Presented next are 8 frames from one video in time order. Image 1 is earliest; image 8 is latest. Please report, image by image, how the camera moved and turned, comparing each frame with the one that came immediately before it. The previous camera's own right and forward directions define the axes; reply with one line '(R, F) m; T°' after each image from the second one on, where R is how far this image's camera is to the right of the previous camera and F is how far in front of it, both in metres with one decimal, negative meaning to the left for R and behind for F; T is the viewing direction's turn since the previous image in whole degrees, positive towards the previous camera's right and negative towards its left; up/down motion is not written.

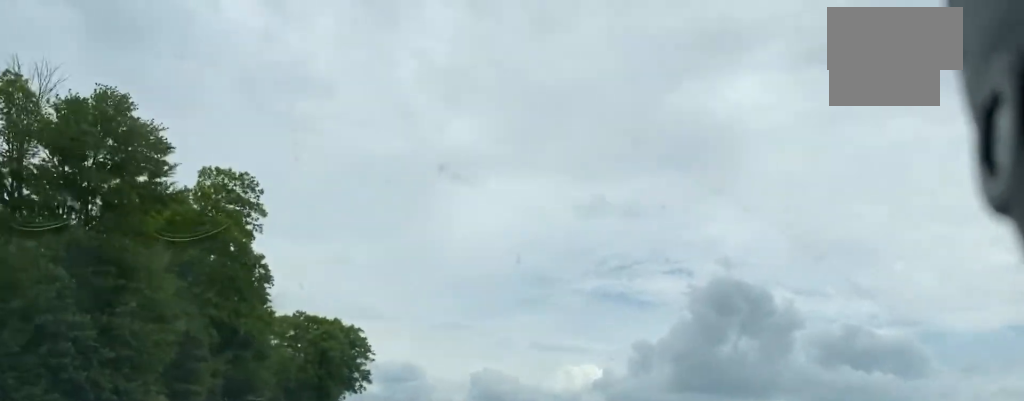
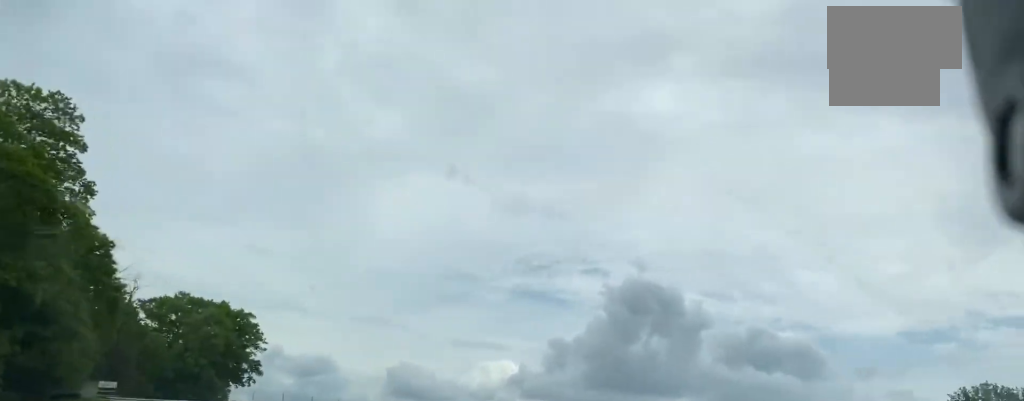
(-0.6, +16.4) m; +2°
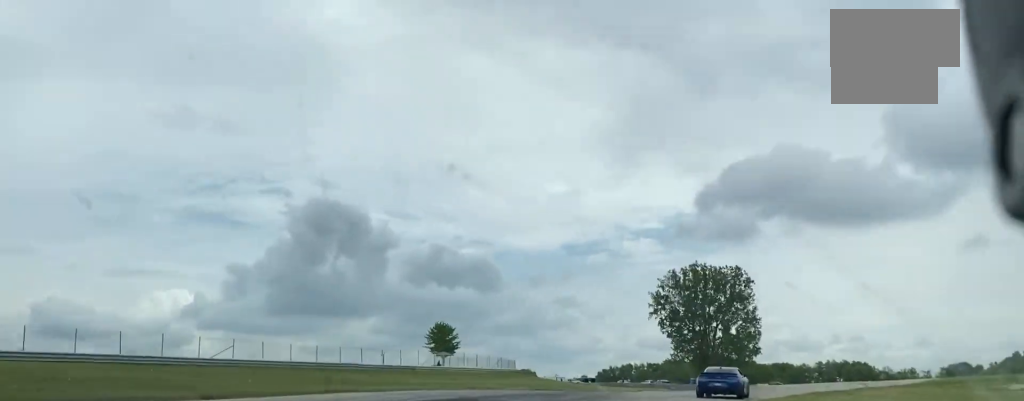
(+10.1, +52.2) m; +24°
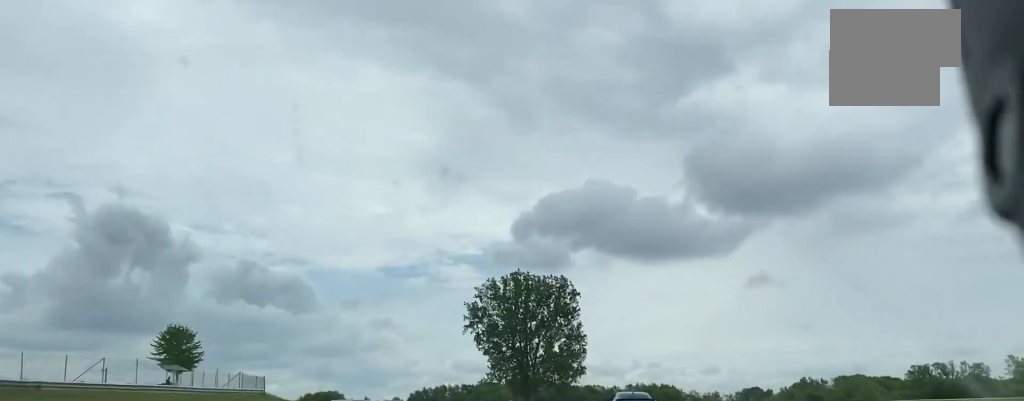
(+3.7, +28.4) m; +10°
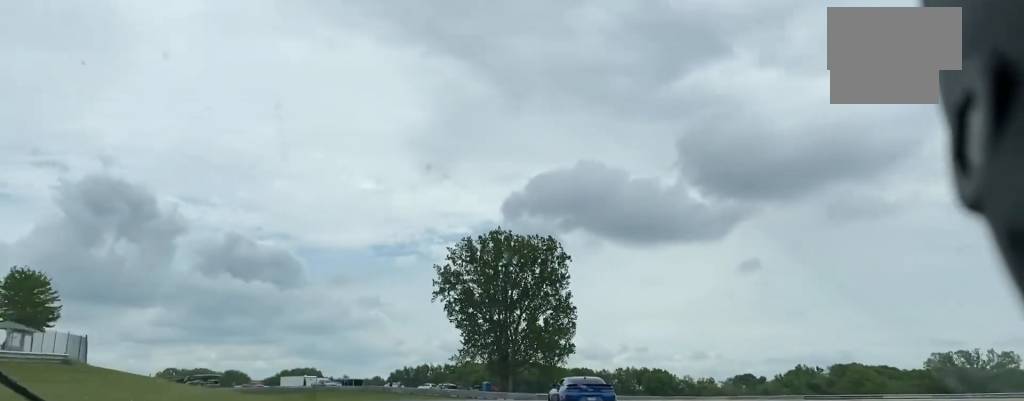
(+1.1, +22.9) m; +1°
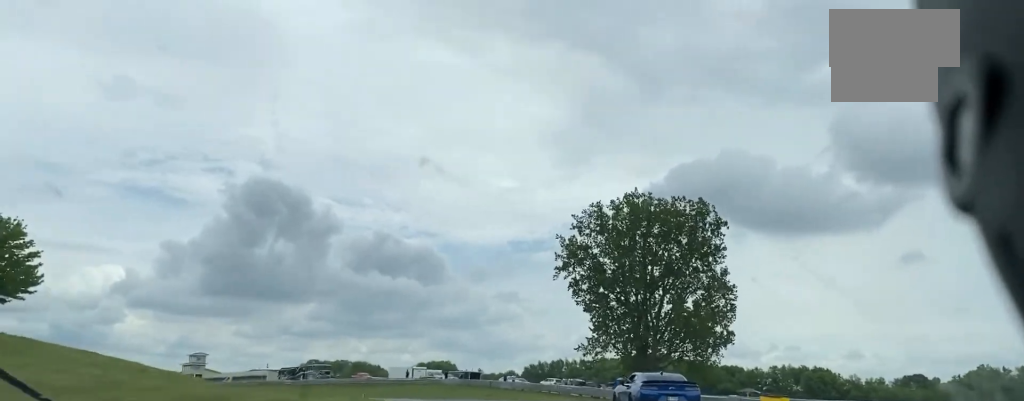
(+0.1, +23.7) m; -5°
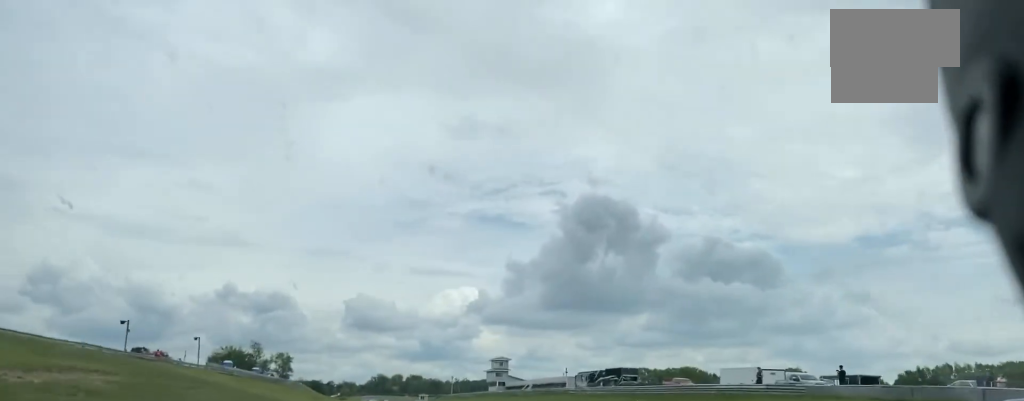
(-11.7, +50.6) m; -27°
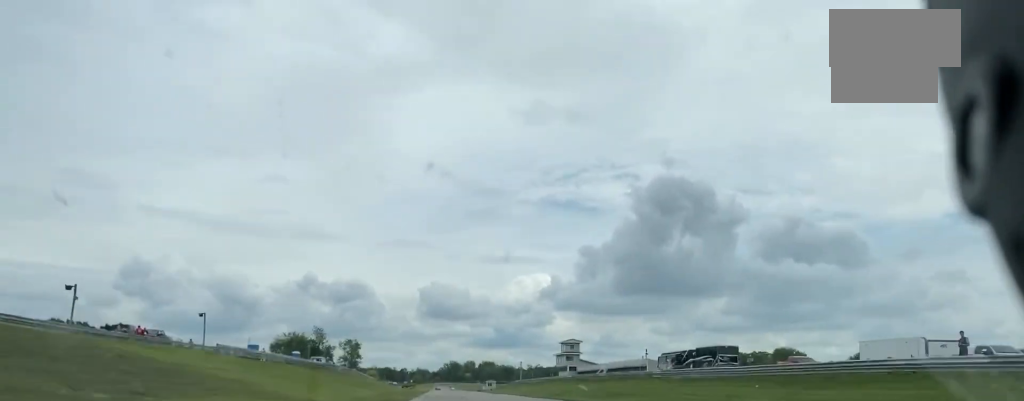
(-1.8, +20.1) m; -8°
